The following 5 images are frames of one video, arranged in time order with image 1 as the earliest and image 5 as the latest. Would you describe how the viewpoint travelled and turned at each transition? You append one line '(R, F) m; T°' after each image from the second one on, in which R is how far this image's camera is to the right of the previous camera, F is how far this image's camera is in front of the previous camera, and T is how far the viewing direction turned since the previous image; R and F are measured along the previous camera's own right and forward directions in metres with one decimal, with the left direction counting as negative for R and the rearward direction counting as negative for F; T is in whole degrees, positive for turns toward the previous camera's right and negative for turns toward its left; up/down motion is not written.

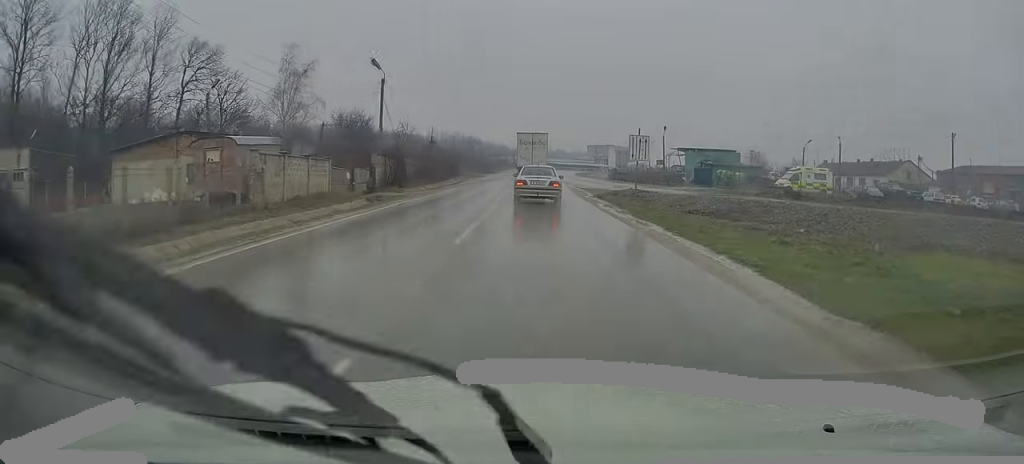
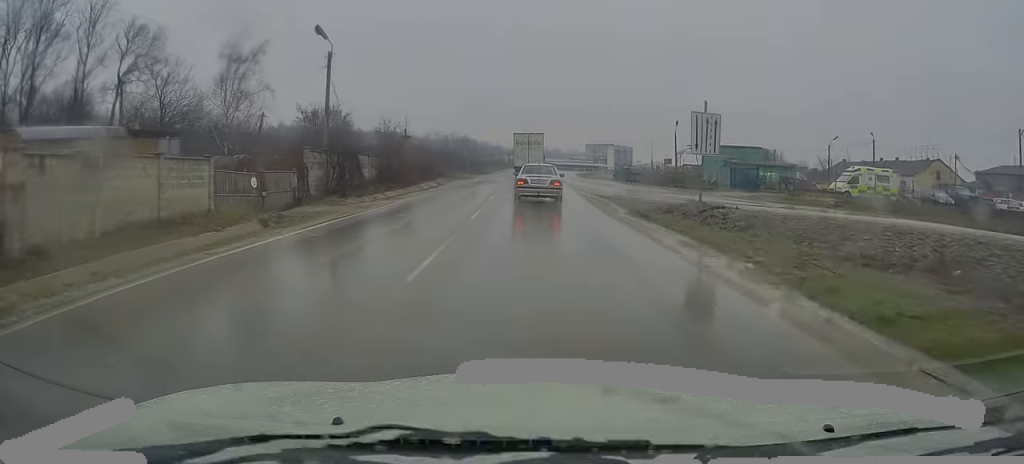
(+0.1, +12.5) m; +1°
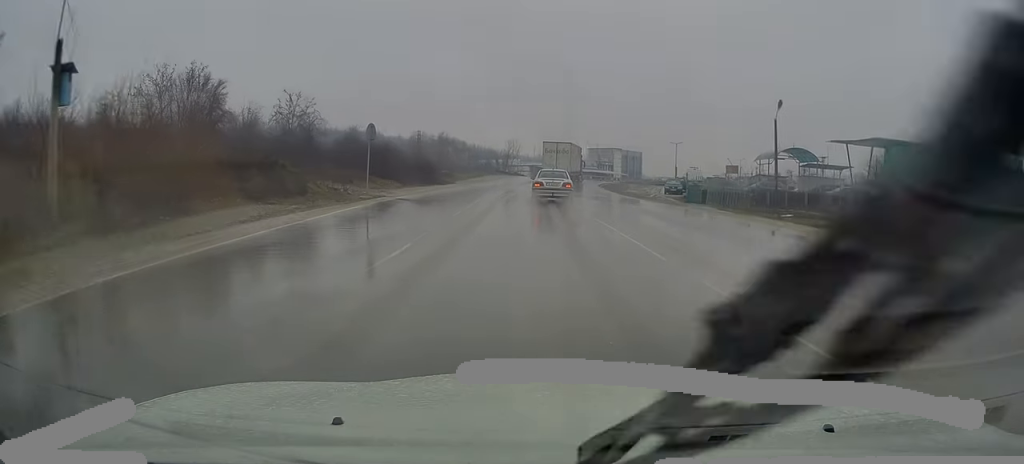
(+0.2, +44.0) m; 0°
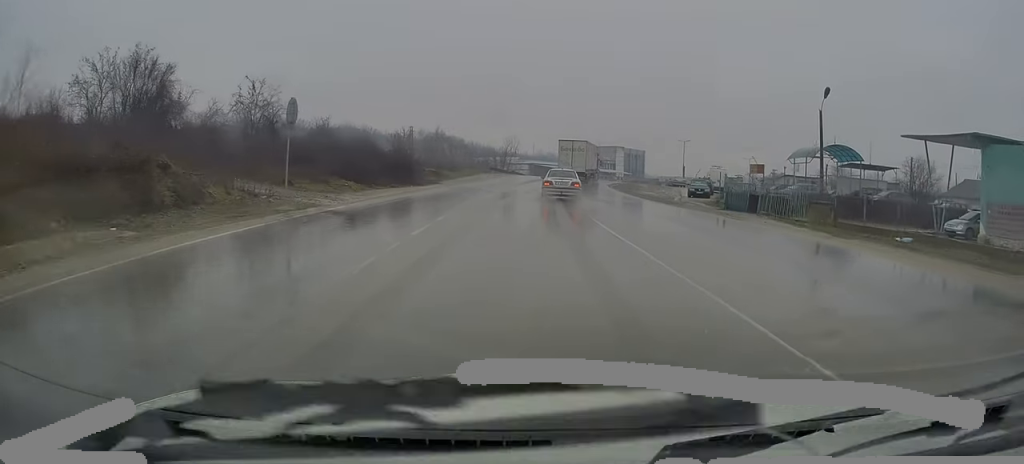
(0.0, +9.9) m; 0°
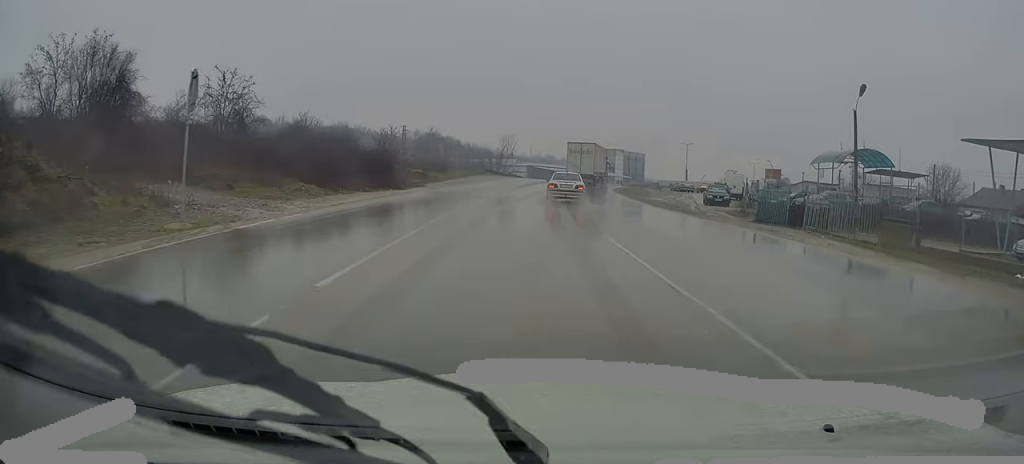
(-0.1, +6.1) m; +1°
